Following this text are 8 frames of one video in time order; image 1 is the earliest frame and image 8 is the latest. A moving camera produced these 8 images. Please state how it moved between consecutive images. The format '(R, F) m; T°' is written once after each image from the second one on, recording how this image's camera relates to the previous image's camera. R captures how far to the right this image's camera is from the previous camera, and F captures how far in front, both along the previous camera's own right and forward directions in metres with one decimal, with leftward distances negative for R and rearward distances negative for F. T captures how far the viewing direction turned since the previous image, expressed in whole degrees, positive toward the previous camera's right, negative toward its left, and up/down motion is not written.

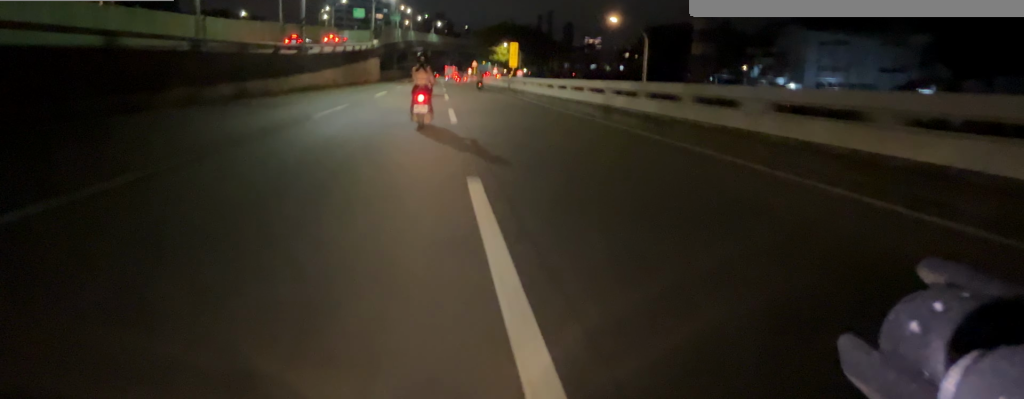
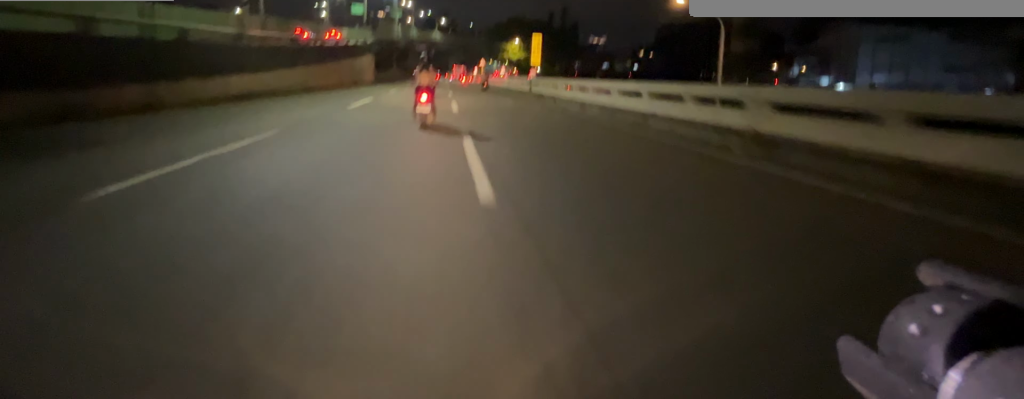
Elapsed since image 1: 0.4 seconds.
(0.0, +6.6) m; 0°
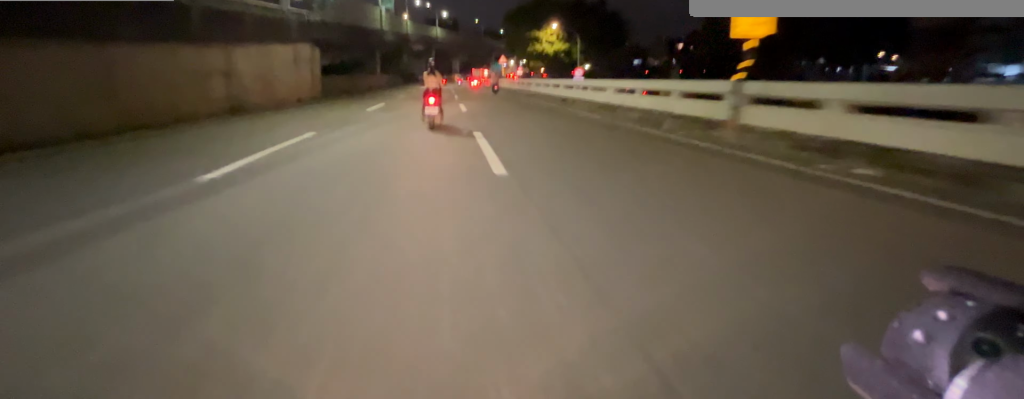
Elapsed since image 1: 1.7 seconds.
(-0.1, +19.0) m; +1°
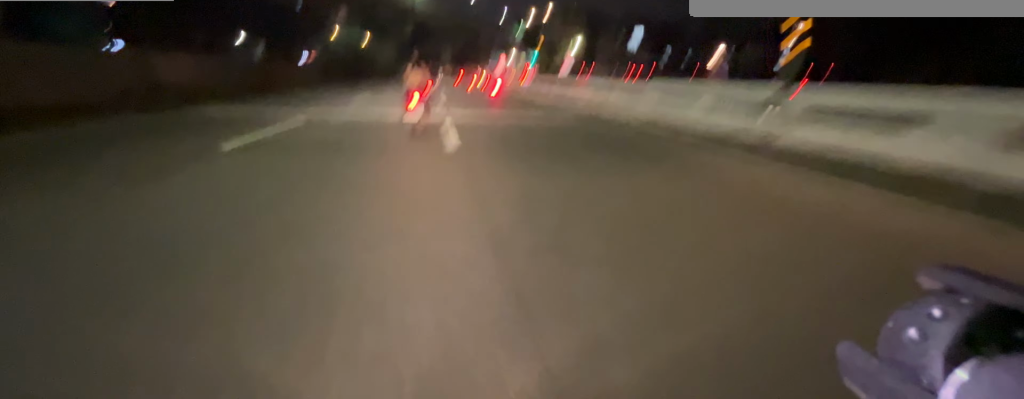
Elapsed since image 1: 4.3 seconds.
(+0.3, +37.5) m; +1°
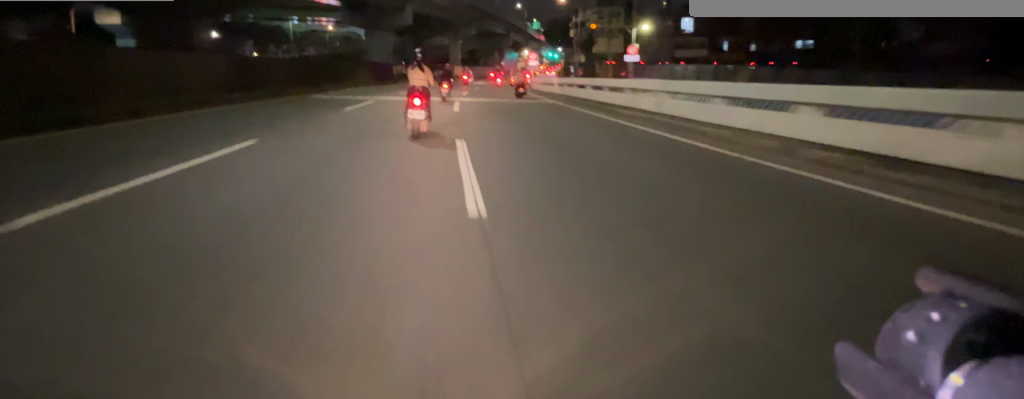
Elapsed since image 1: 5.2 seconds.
(+0.2, +13.2) m; +2°
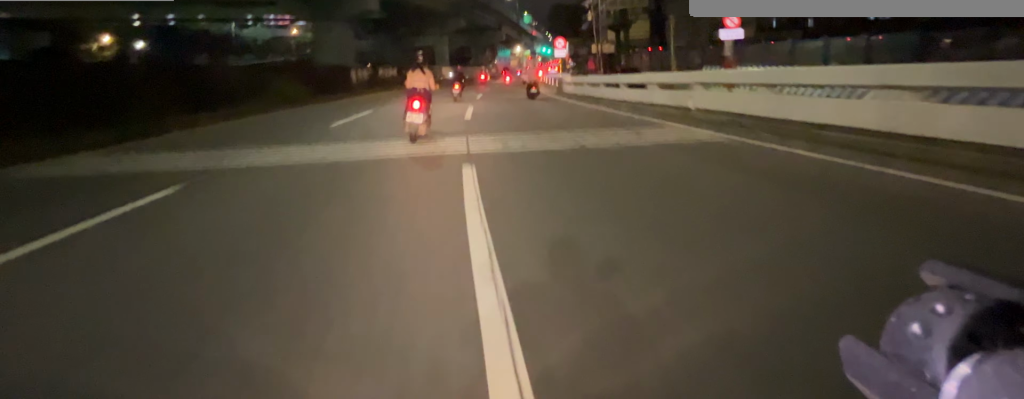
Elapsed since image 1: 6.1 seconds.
(+0.3, +12.6) m; +3°
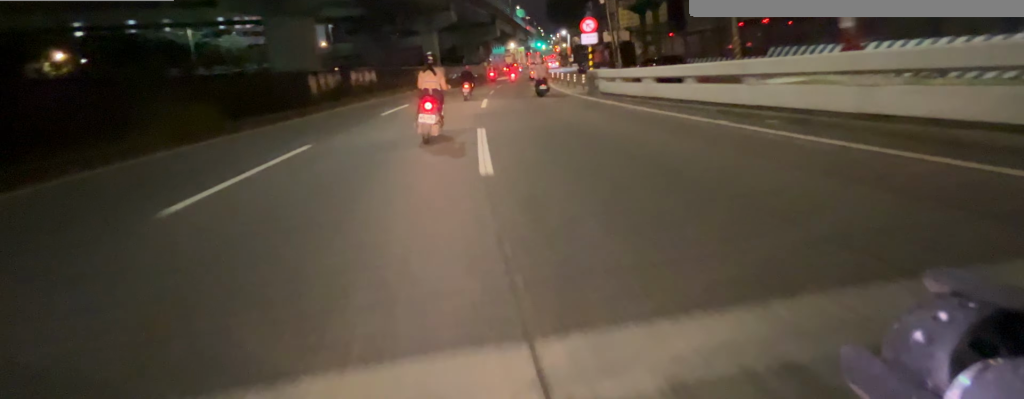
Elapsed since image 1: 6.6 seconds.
(-0.1, +6.5) m; +2°
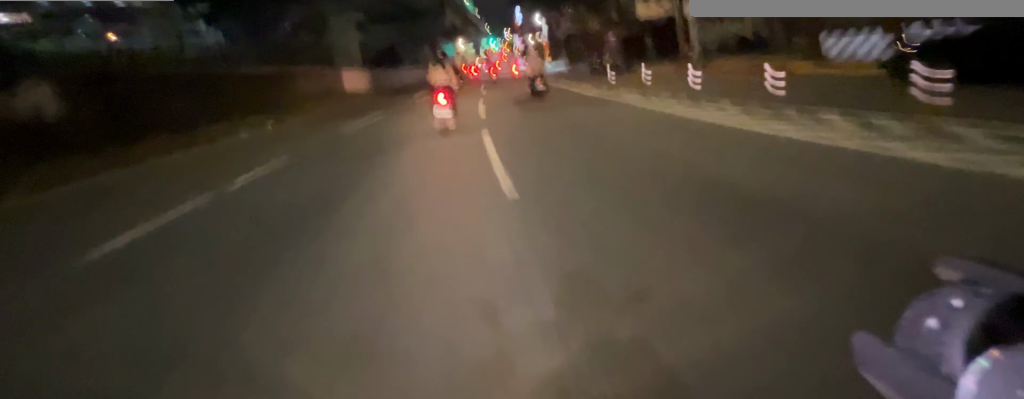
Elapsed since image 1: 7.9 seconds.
(+1.3, +18.8) m; +8°
